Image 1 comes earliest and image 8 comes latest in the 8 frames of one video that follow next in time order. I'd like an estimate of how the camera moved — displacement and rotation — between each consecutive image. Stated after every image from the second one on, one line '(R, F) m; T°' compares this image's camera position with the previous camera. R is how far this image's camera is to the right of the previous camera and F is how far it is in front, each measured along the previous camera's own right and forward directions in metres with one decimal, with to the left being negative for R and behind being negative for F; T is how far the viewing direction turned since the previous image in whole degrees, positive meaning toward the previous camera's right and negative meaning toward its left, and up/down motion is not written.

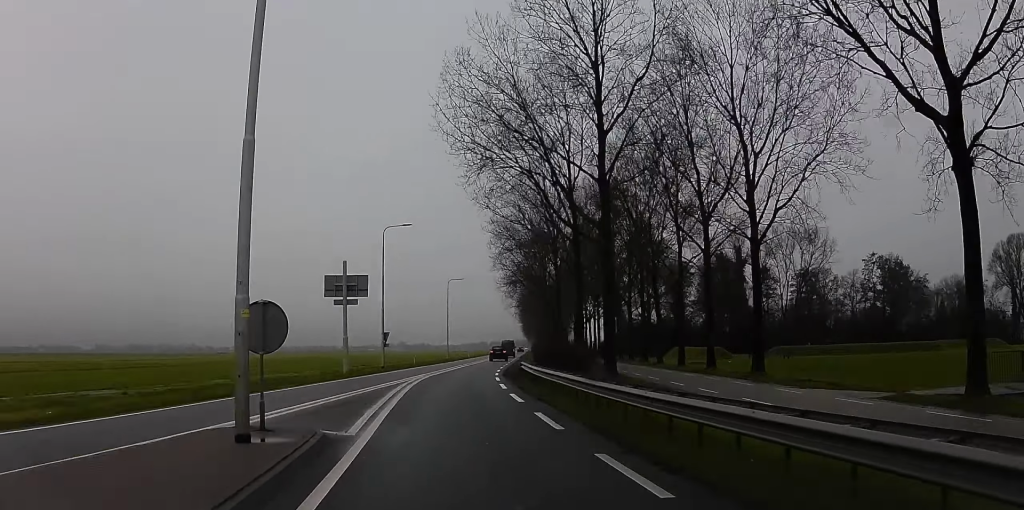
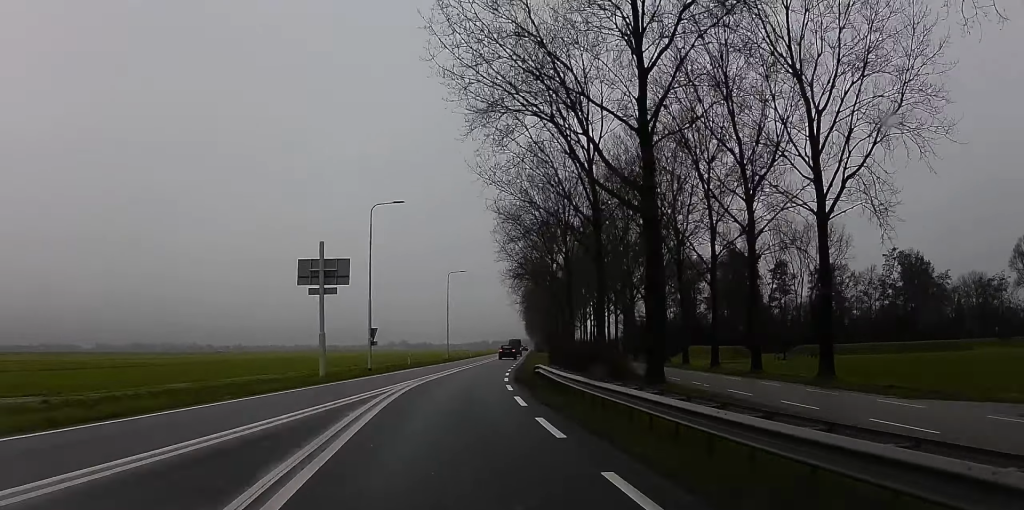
(-0.1, +7.4) m; 0°
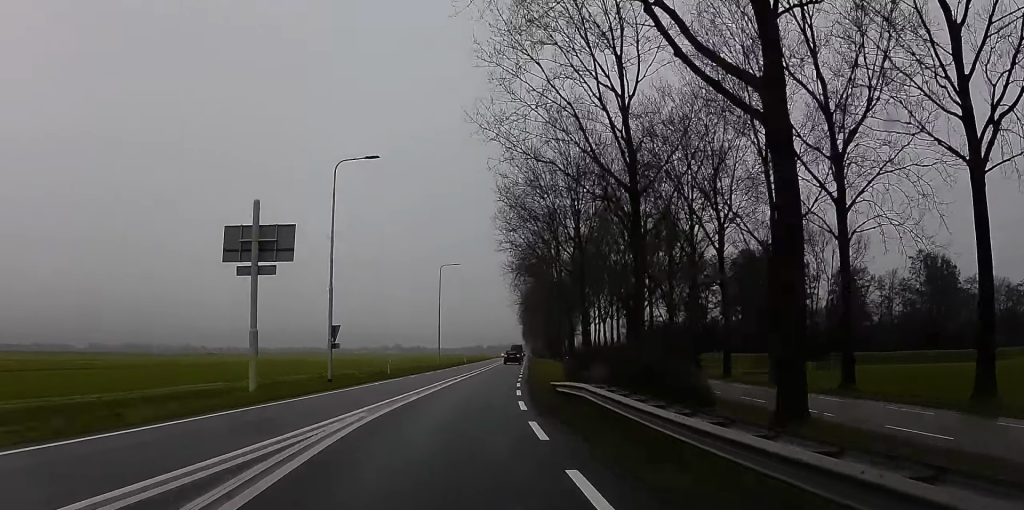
(+0.2, +11.7) m; +2°
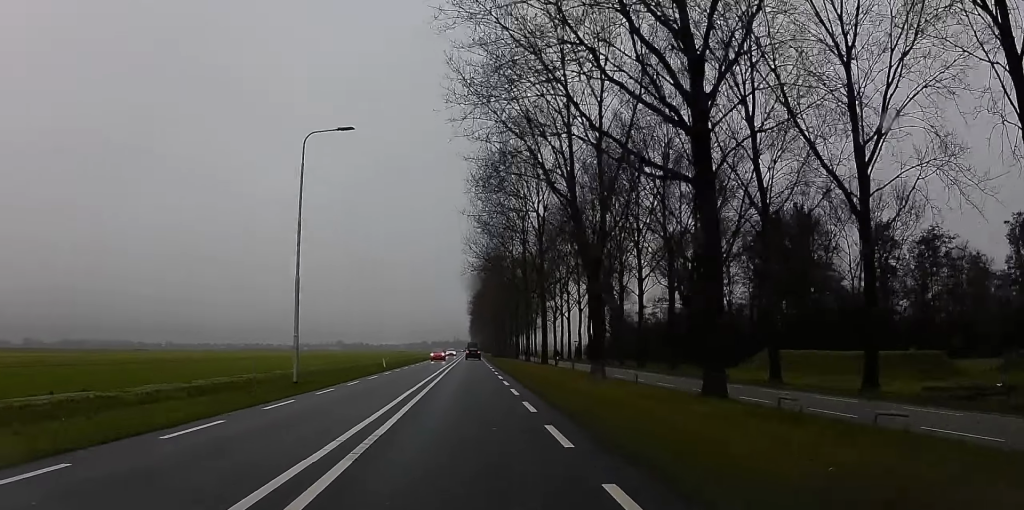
(+1.4, +43.2) m; +3°
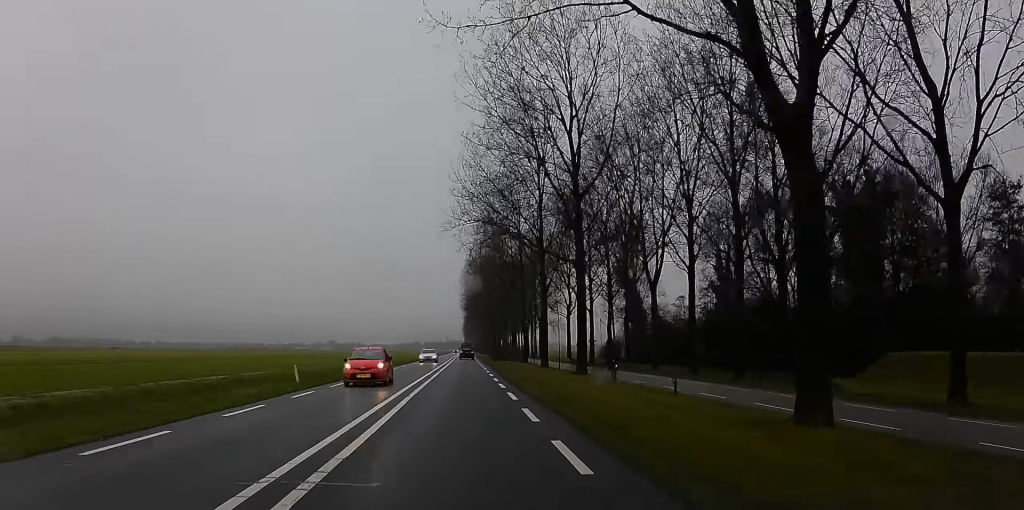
(+0.5, +26.4) m; +1°
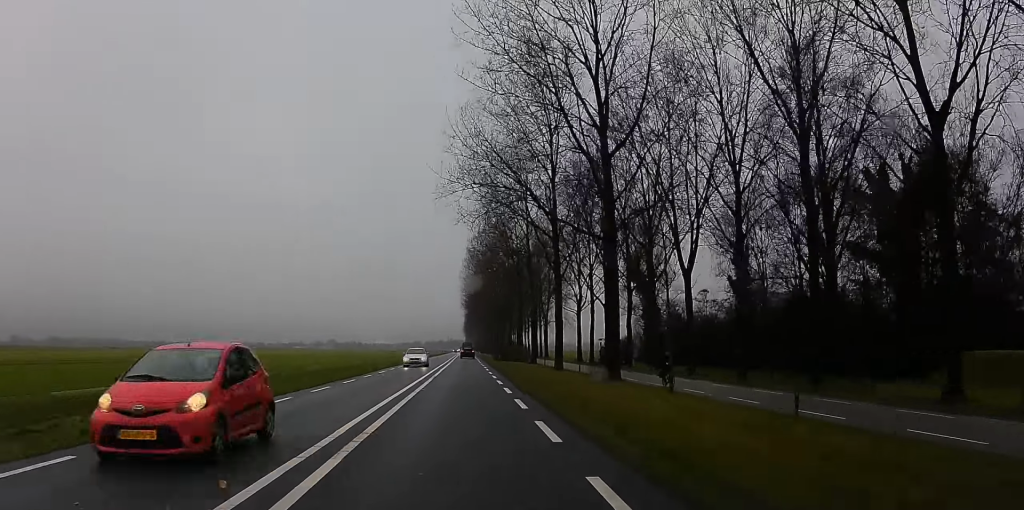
(0.0, +9.5) m; 0°
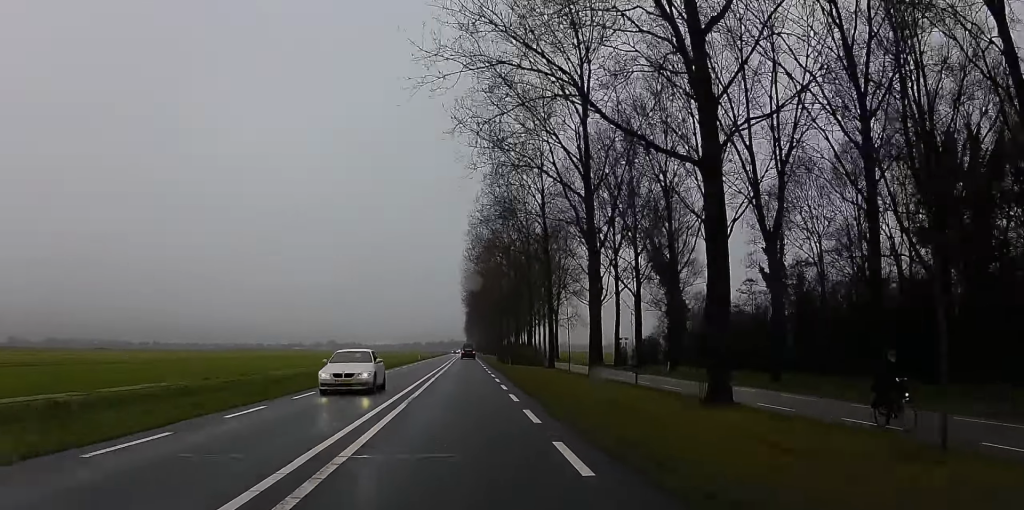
(0.0, +14.5) m; 0°
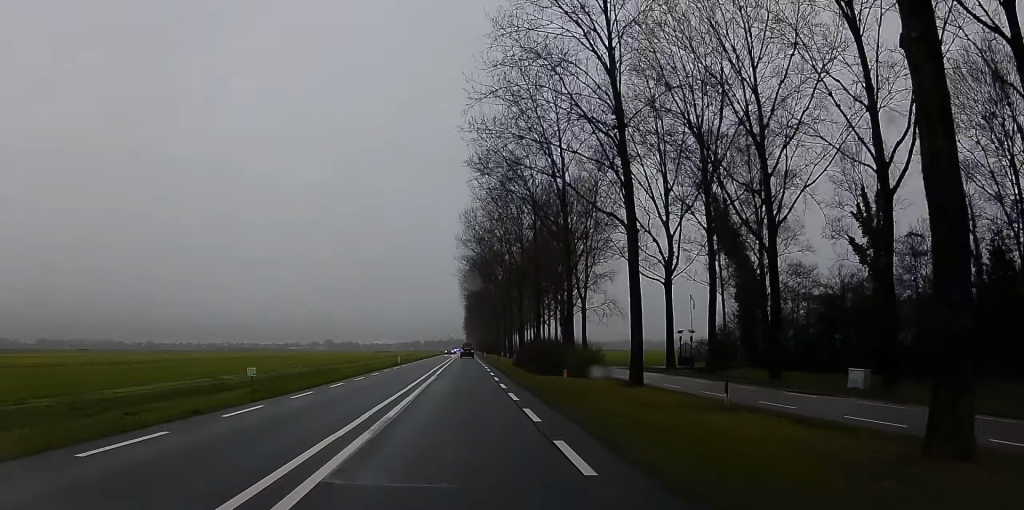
(-0.1, +30.4) m; 0°
